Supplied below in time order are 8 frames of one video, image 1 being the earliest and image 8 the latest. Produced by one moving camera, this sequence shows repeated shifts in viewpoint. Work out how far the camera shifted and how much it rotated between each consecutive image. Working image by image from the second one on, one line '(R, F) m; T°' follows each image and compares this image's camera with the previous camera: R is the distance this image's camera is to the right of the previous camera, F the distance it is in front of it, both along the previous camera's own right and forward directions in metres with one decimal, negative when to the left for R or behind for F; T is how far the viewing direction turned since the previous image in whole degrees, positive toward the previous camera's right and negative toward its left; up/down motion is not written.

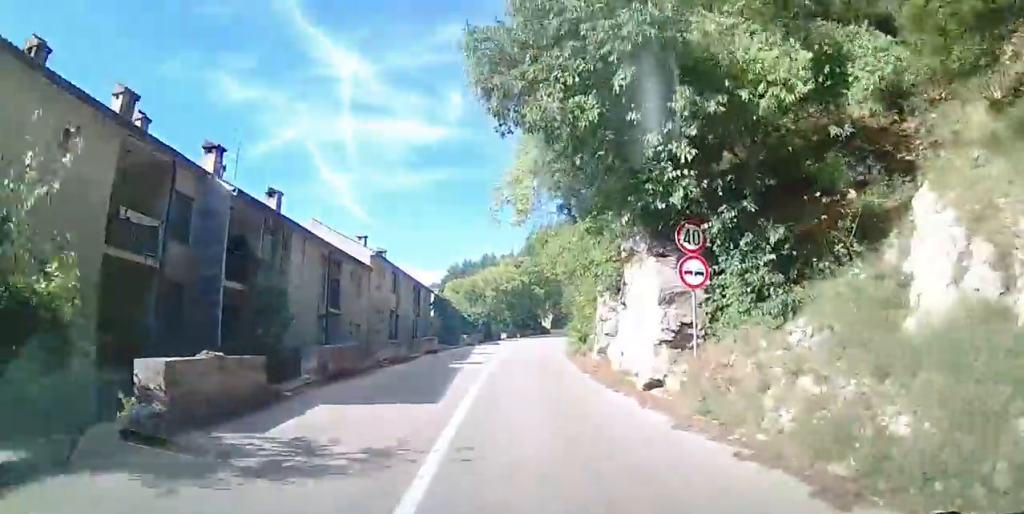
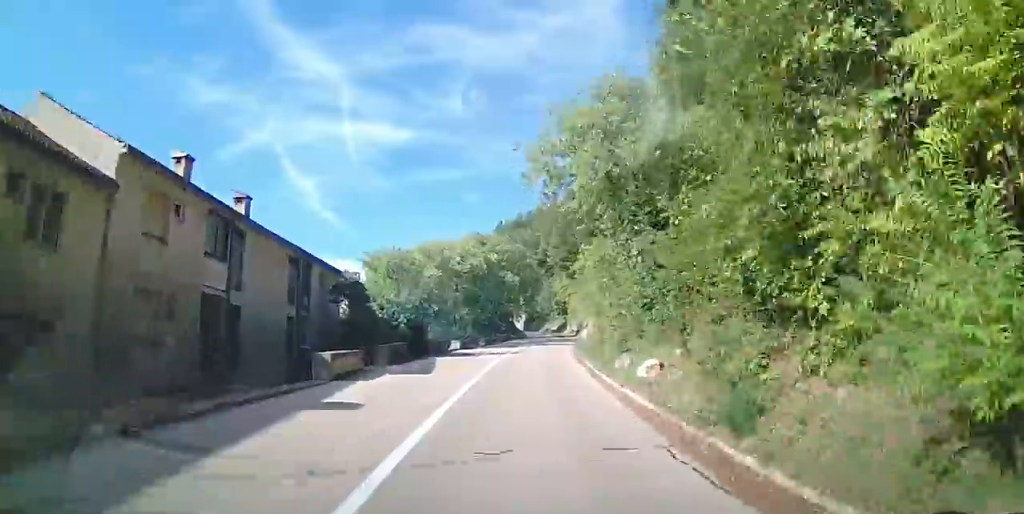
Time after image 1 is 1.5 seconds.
(-2.6, +21.3) m; -8°
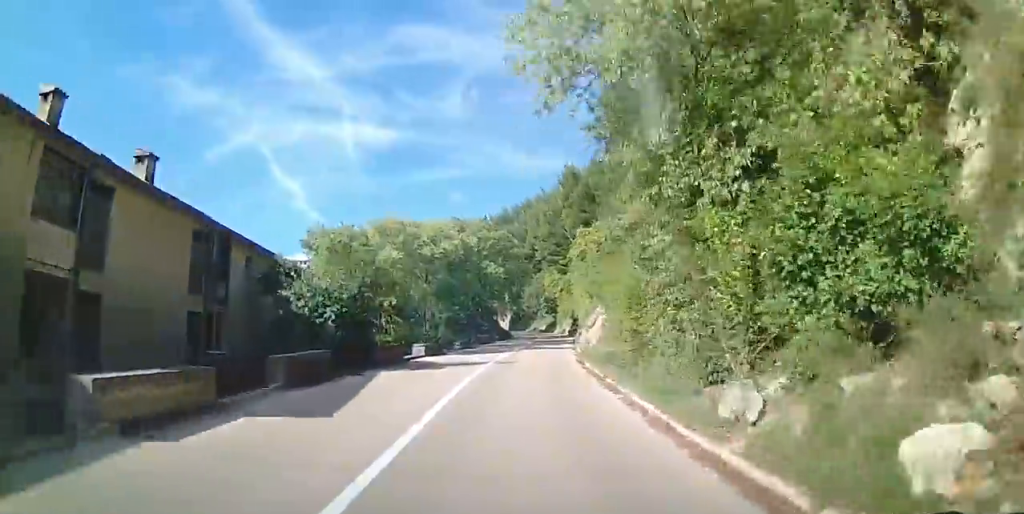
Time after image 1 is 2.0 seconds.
(-0.5, +7.4) m; +1°
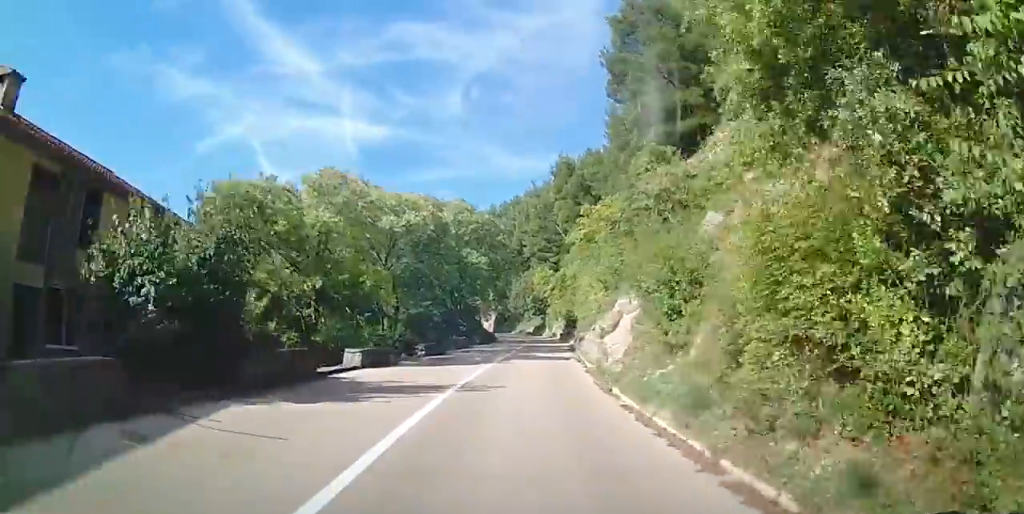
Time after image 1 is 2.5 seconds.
(+1.1, +7.5) m; +4°
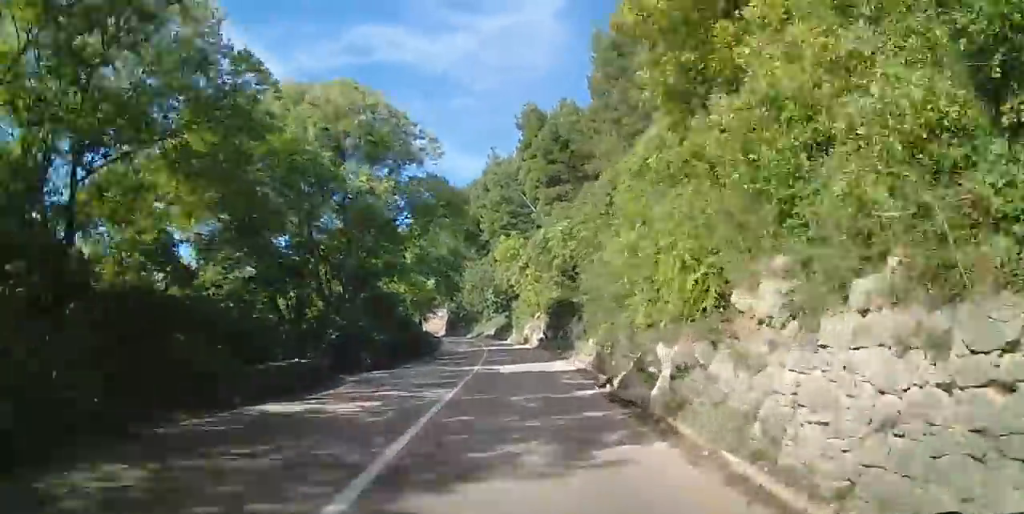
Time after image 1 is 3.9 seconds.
(+0.8, +20.9) m; +3°
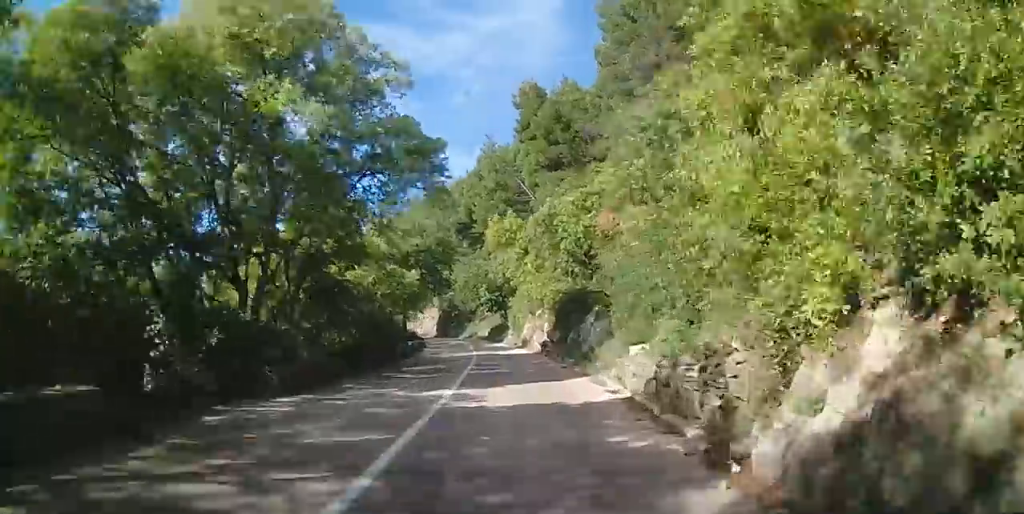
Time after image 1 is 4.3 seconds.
(+0.2, +6.7) m; -2°
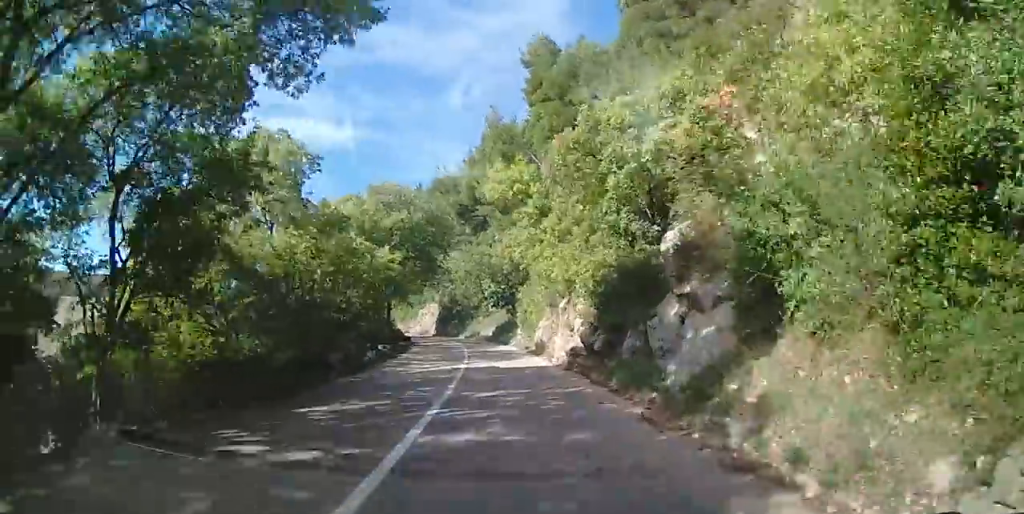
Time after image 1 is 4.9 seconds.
(+0.4, +9.8) m; -3°
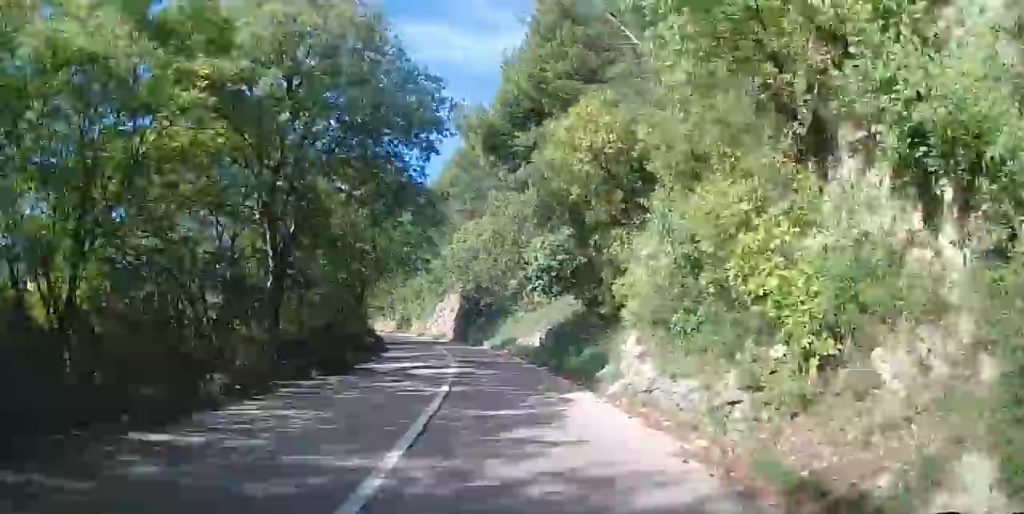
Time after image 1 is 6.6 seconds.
(-1.9, +25.7) m; -3°
